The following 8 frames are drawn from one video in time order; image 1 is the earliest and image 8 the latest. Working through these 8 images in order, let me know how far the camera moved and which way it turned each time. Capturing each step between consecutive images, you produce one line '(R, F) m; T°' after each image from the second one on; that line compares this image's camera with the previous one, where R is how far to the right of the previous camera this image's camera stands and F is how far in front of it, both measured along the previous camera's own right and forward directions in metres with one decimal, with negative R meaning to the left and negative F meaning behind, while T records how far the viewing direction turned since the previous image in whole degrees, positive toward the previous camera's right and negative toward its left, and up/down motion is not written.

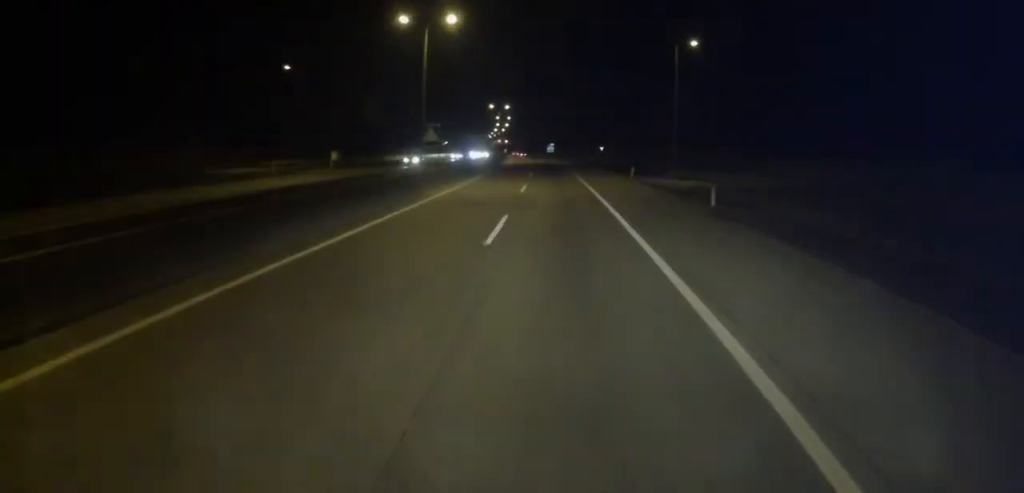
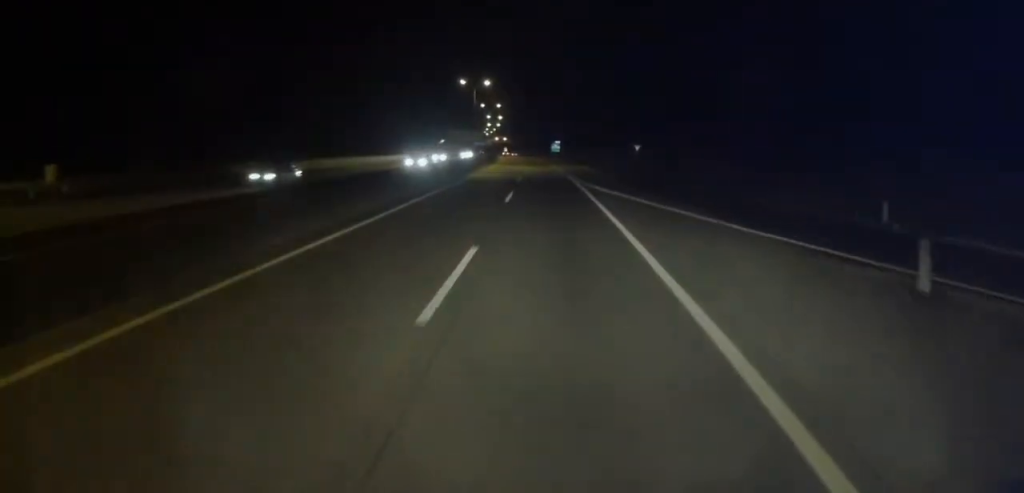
(-0.5, +35.4) m; 0°
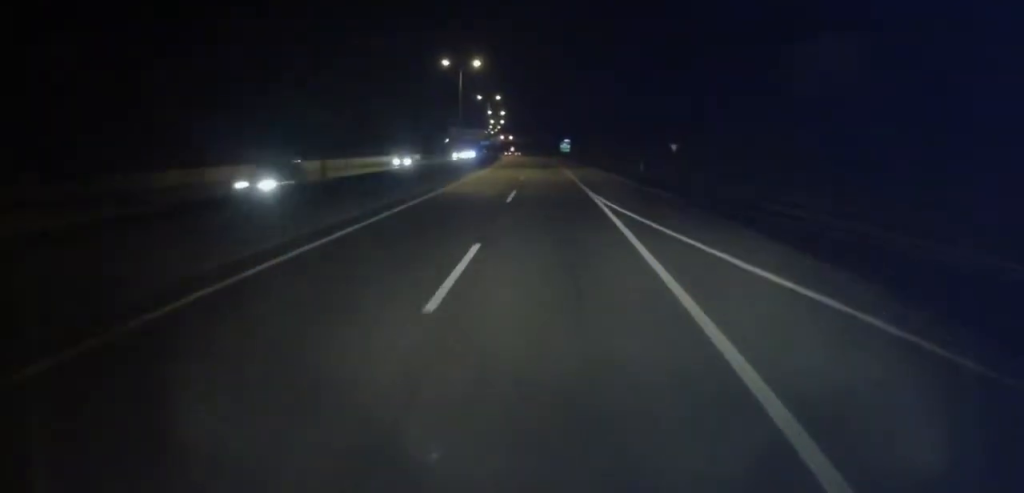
(+0.2, +15.1) m; 0°
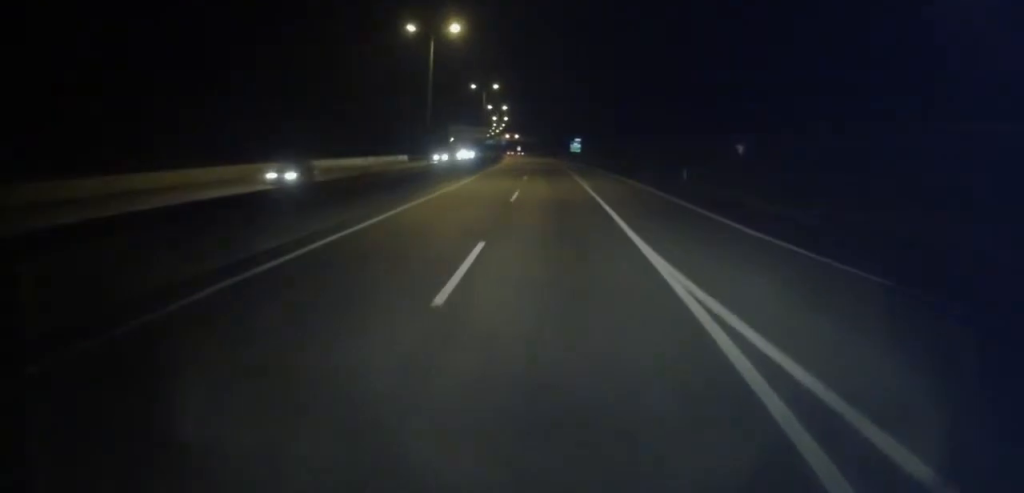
(0.0, +15.7) m; -1°
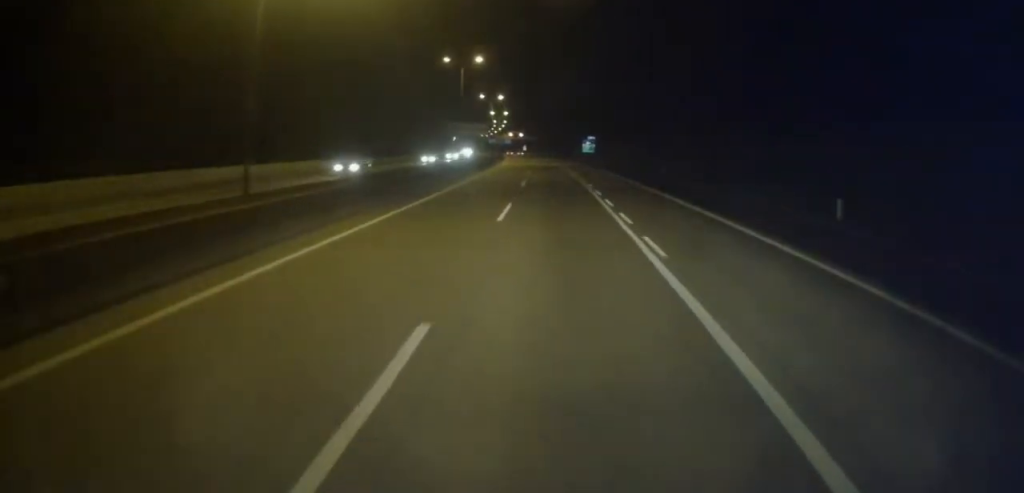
(-0.3, +23.5) m; -1°
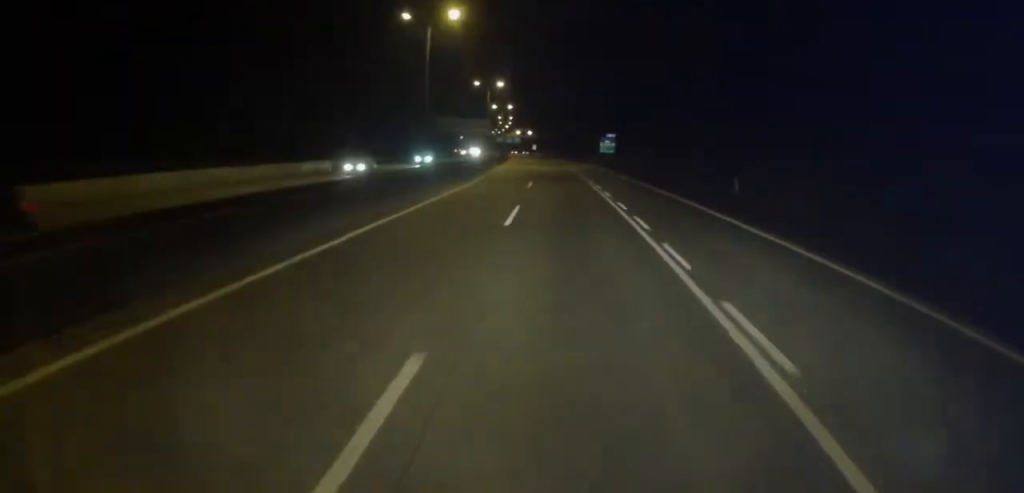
(0.0, +18.3) m; 0°
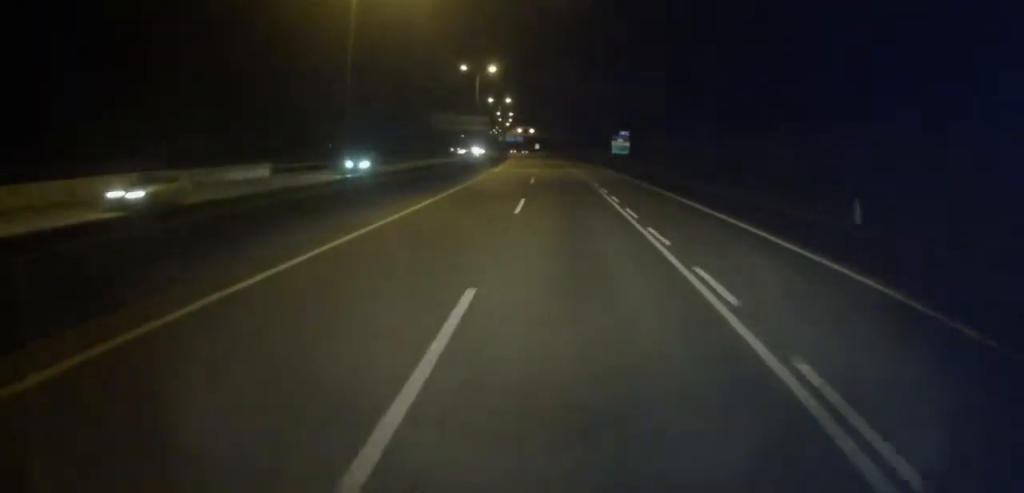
(+0.1, +14.1) m; -1°
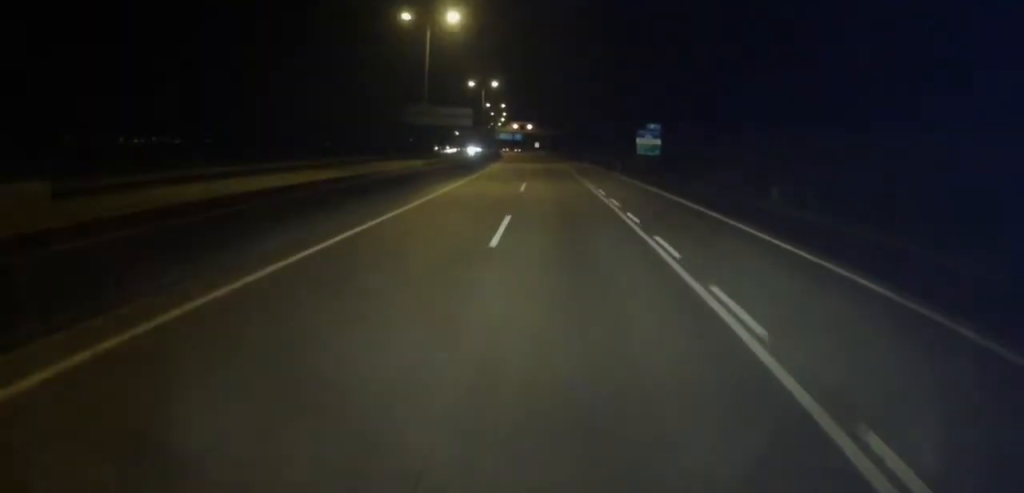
(-0.5, +24.8) m; 0°
